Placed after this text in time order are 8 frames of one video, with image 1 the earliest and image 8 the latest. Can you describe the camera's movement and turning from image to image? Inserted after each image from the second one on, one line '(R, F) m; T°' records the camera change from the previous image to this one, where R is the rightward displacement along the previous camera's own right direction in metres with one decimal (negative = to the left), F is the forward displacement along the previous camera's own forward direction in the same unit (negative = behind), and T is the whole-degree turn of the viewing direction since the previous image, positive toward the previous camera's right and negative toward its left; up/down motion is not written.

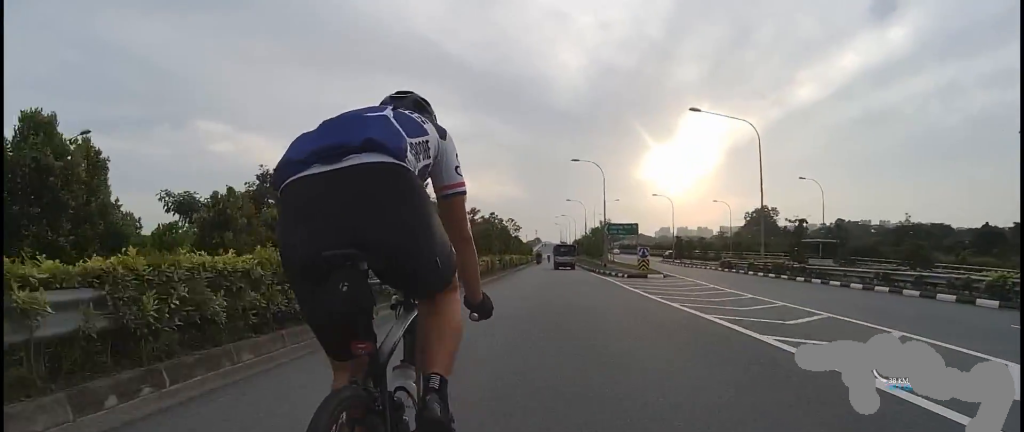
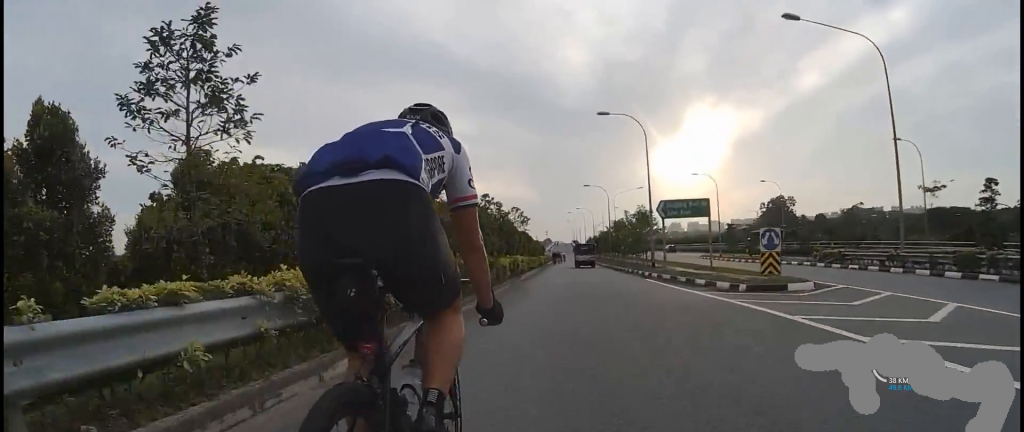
(-1.3, +14.4) m; -3°
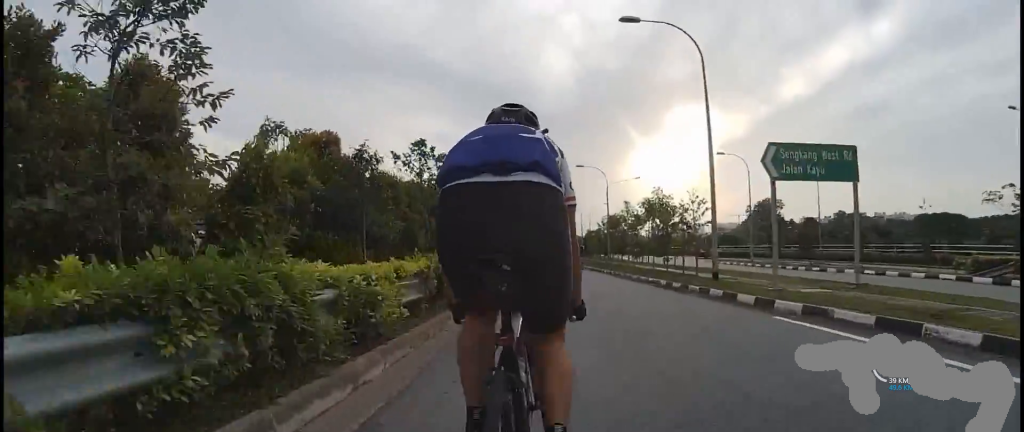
(+1.2, +13.6) m; +7°
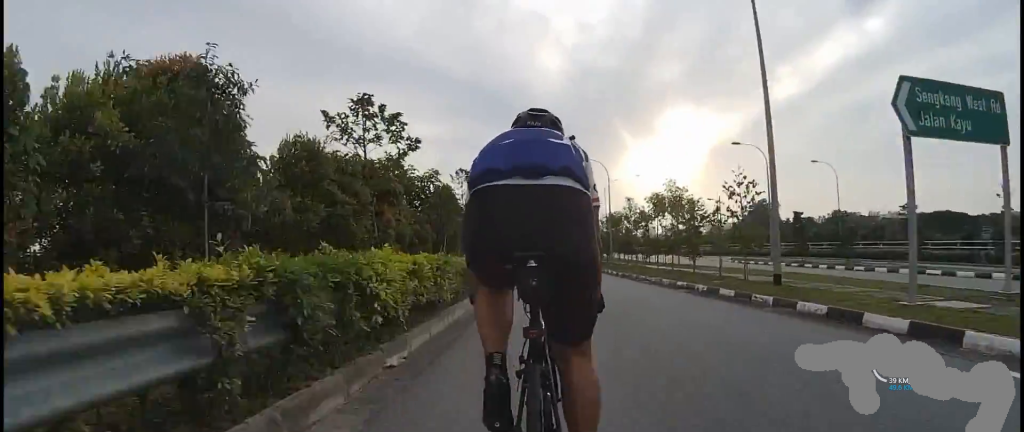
(0.0, +5.1) m; 0°
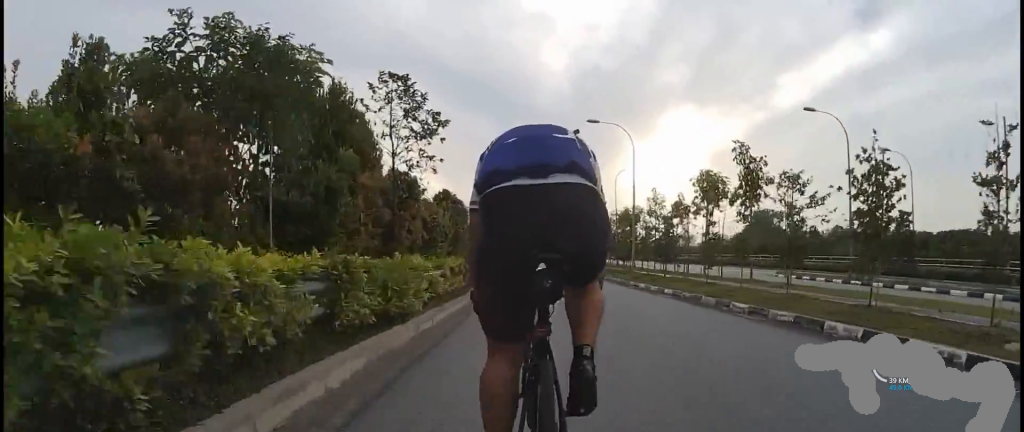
(0.0, +11.2) m; 0°
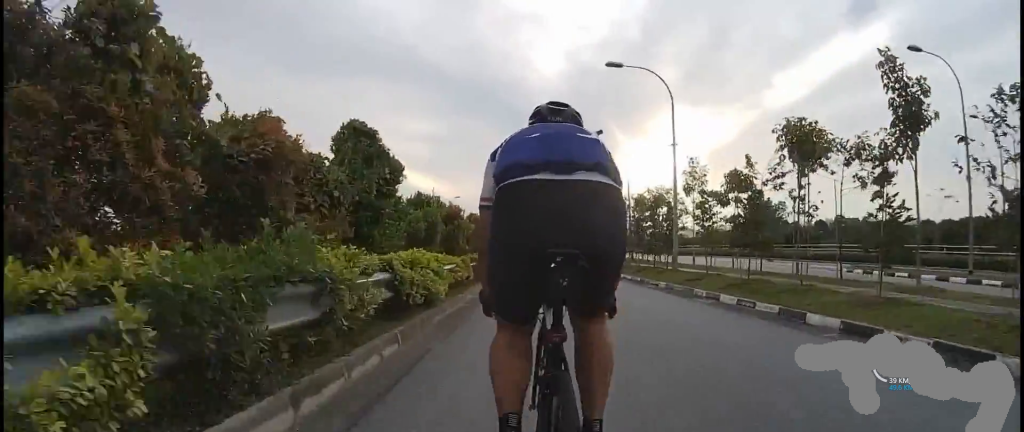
(0.0, +9.4) m; 0°
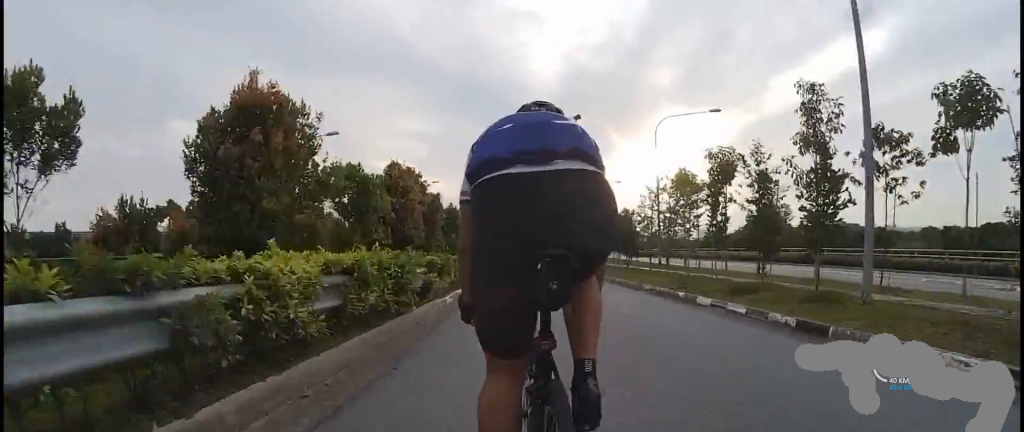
(0.0, +13.0) m; 0°
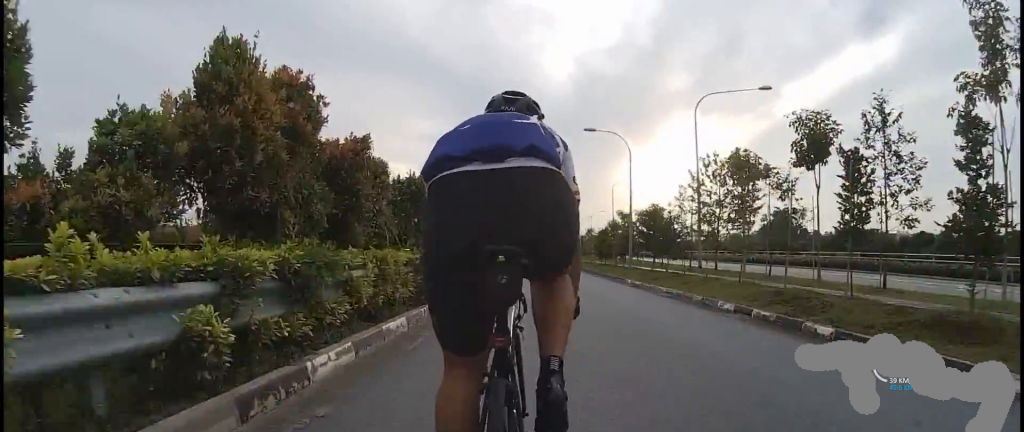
(0.0, +6.9) m; 0°
